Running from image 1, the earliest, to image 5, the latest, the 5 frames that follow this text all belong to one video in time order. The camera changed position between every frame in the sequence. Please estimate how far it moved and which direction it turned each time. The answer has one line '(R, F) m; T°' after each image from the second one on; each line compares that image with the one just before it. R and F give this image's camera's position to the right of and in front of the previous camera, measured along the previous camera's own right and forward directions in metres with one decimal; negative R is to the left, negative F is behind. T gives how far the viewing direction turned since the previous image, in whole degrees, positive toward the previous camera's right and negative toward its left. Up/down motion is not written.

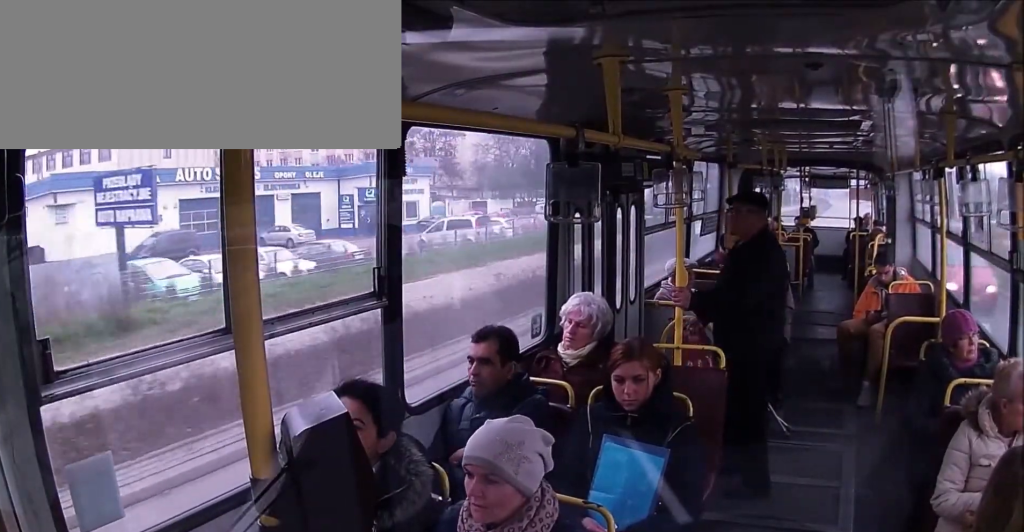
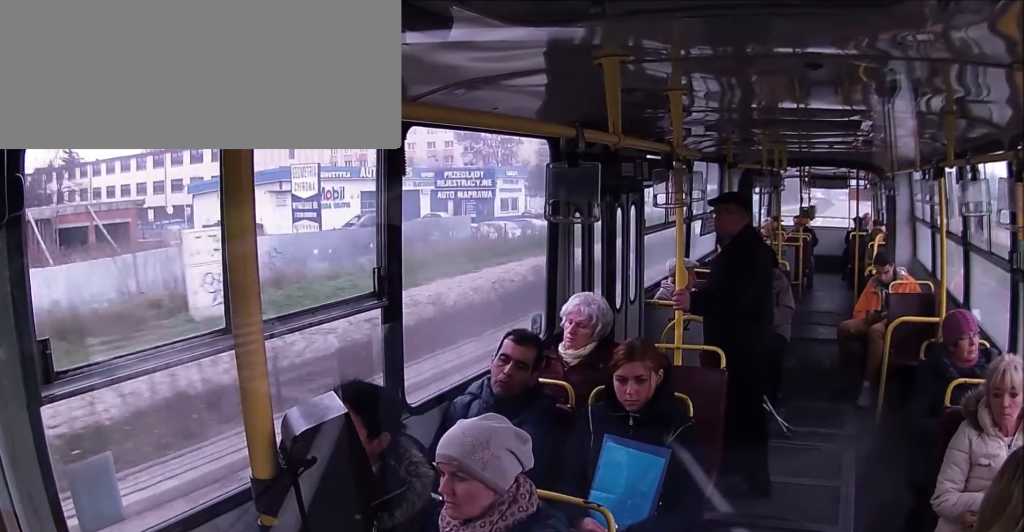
(+0.4, +18.8) m; +2°
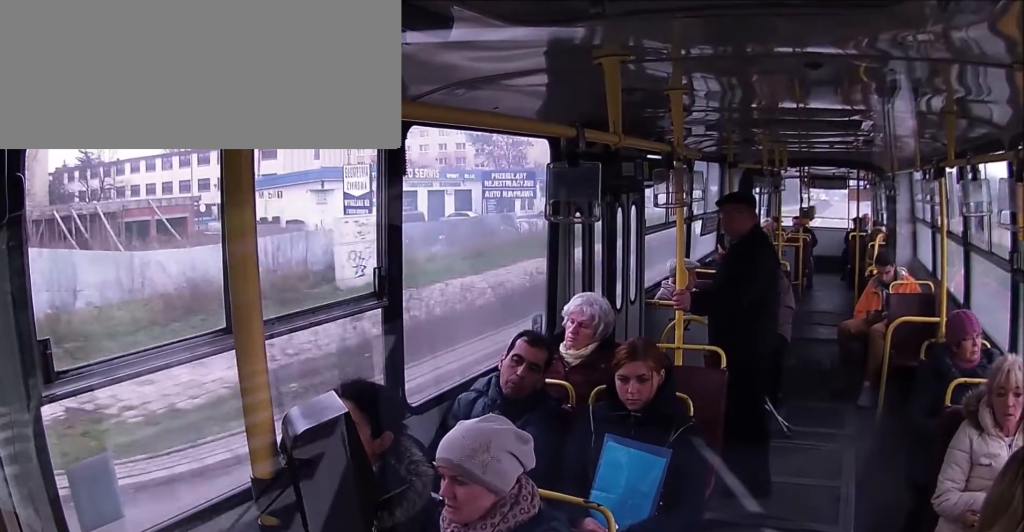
(0.0, +5.0) m; 0°
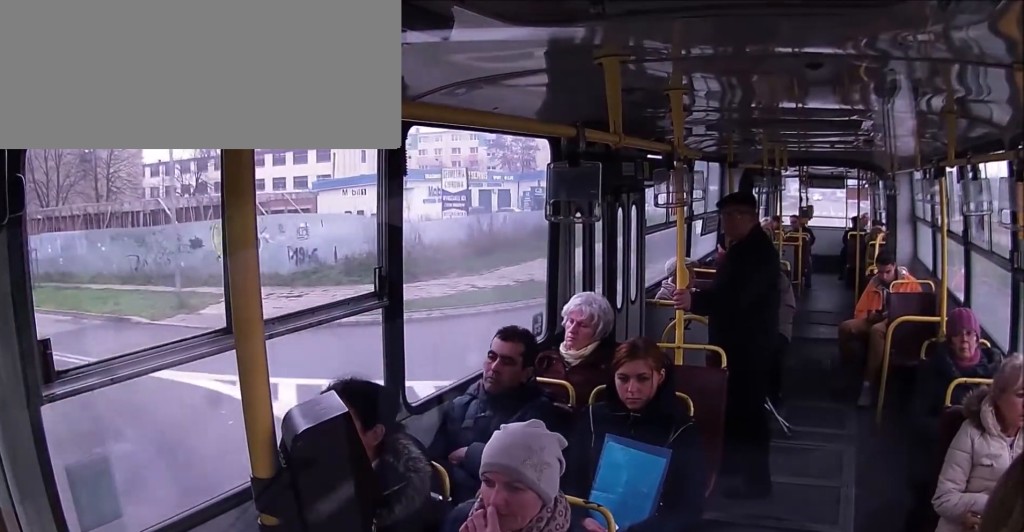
(-0.1, +14.8) m; -1°
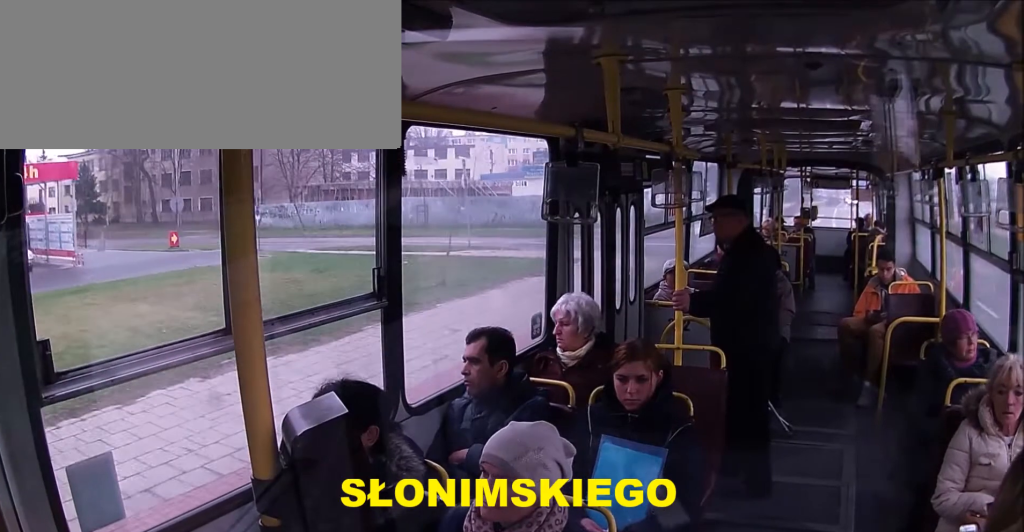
(+1.5, +29.5) m; +5°
